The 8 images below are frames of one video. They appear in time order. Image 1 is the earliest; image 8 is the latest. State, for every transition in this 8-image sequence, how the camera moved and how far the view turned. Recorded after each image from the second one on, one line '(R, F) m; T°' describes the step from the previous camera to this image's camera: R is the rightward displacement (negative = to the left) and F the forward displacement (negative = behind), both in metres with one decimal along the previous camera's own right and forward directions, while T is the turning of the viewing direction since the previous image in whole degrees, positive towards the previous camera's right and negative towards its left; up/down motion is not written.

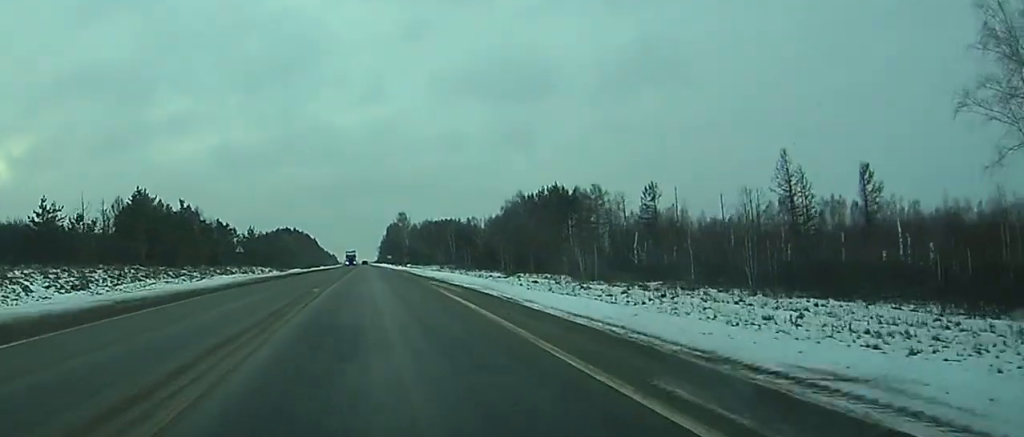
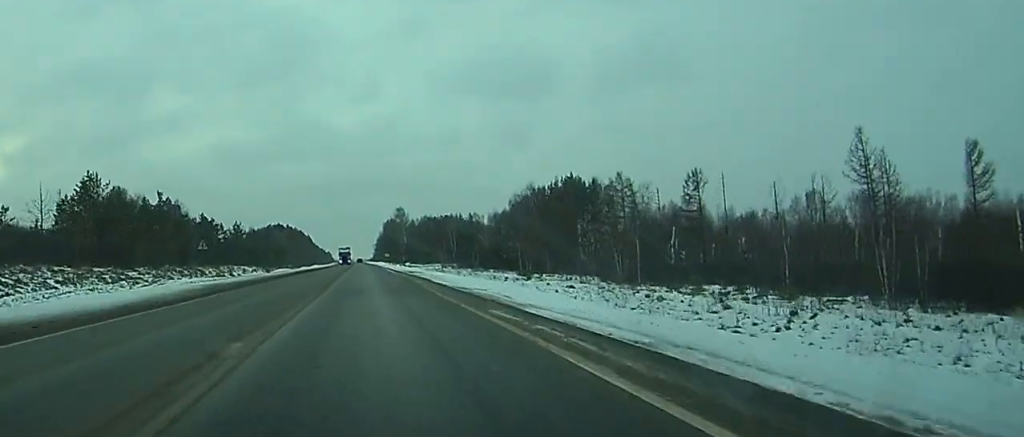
(+0.3, +18.0) m; +1°
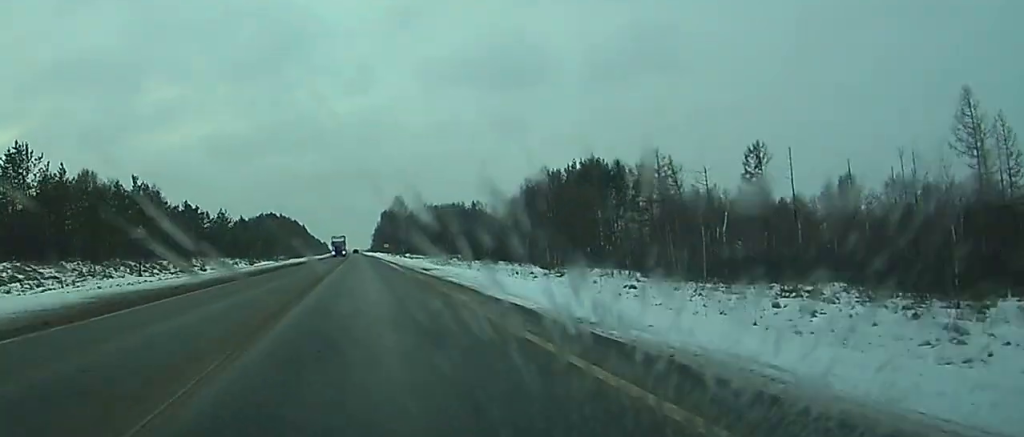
(0.0, +18.1) m; 0°
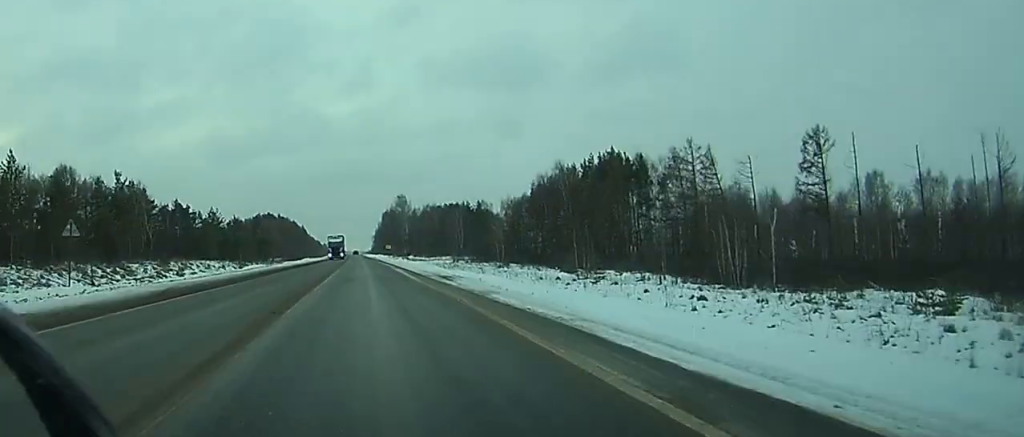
(0.0, +12.2) m; 0°
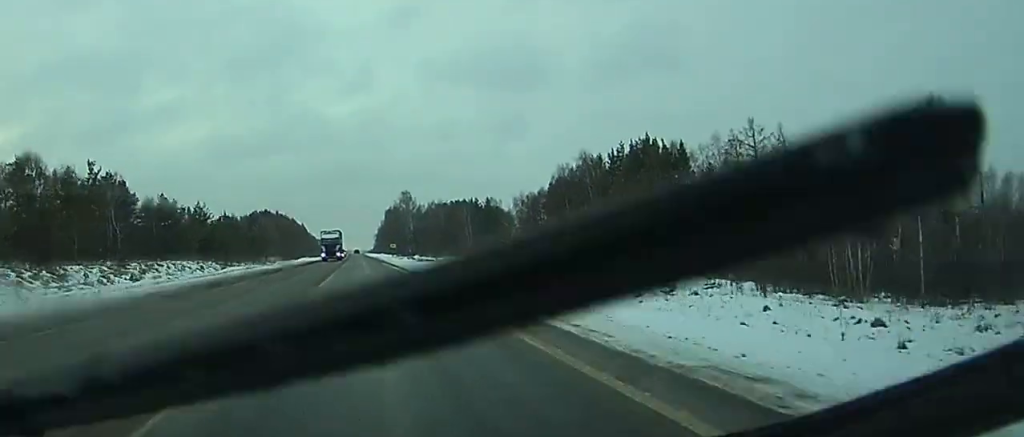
(0.0, +16.6) m; 0°
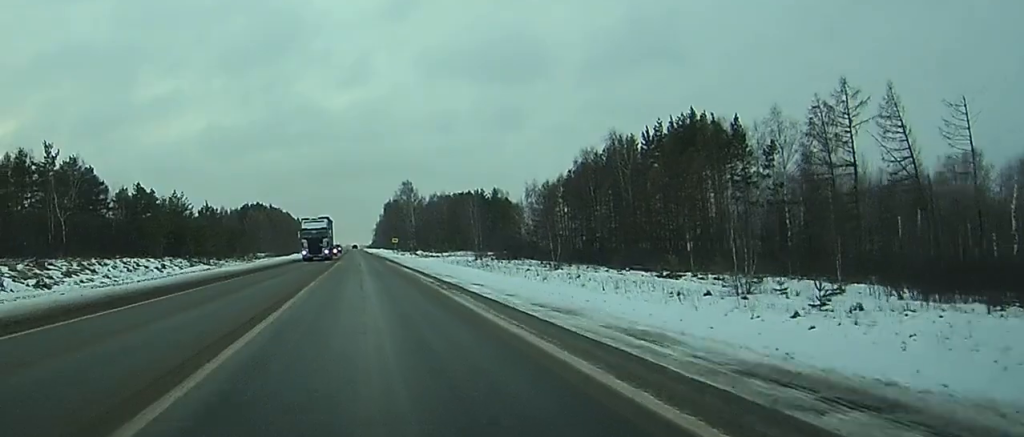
(0.0, +18.5) m; 0°
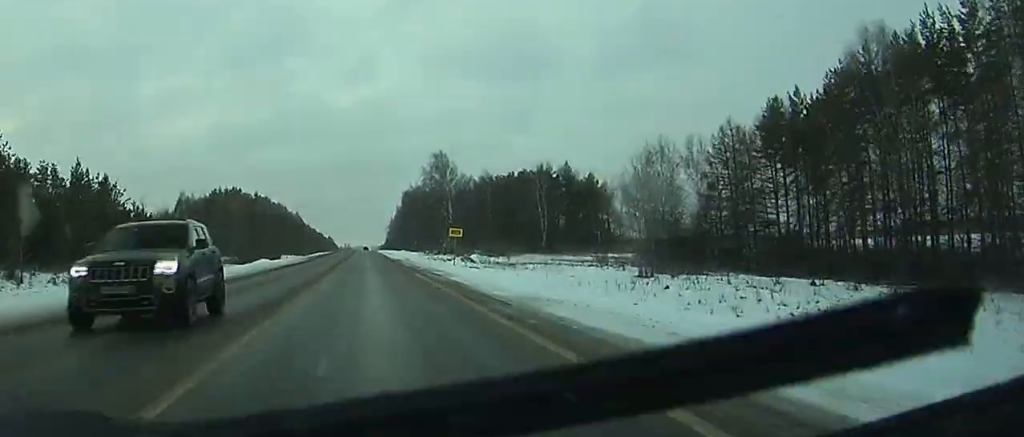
(-0.2, +80.2) m; 0°
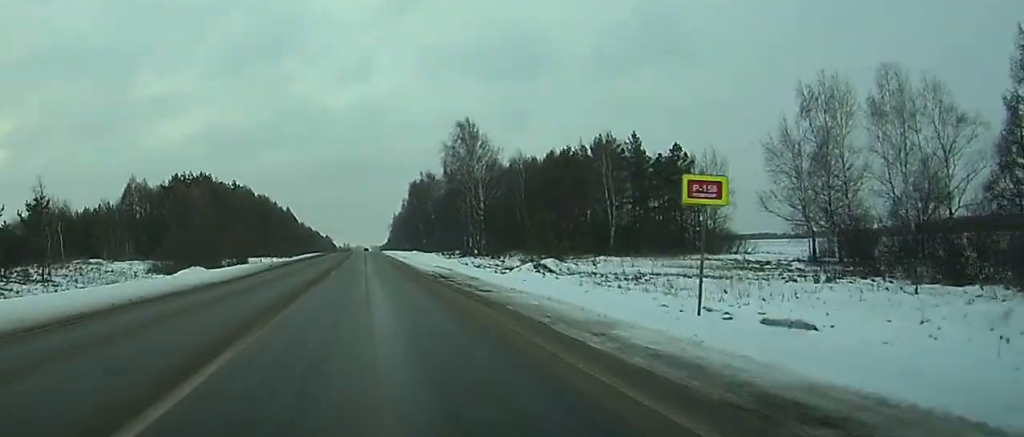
(+0.2, +46.1) m; 0°
